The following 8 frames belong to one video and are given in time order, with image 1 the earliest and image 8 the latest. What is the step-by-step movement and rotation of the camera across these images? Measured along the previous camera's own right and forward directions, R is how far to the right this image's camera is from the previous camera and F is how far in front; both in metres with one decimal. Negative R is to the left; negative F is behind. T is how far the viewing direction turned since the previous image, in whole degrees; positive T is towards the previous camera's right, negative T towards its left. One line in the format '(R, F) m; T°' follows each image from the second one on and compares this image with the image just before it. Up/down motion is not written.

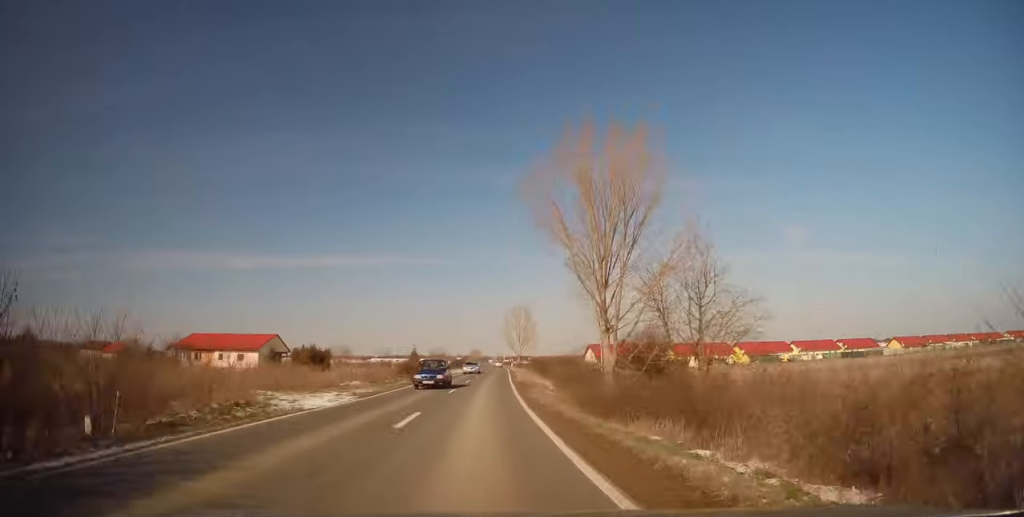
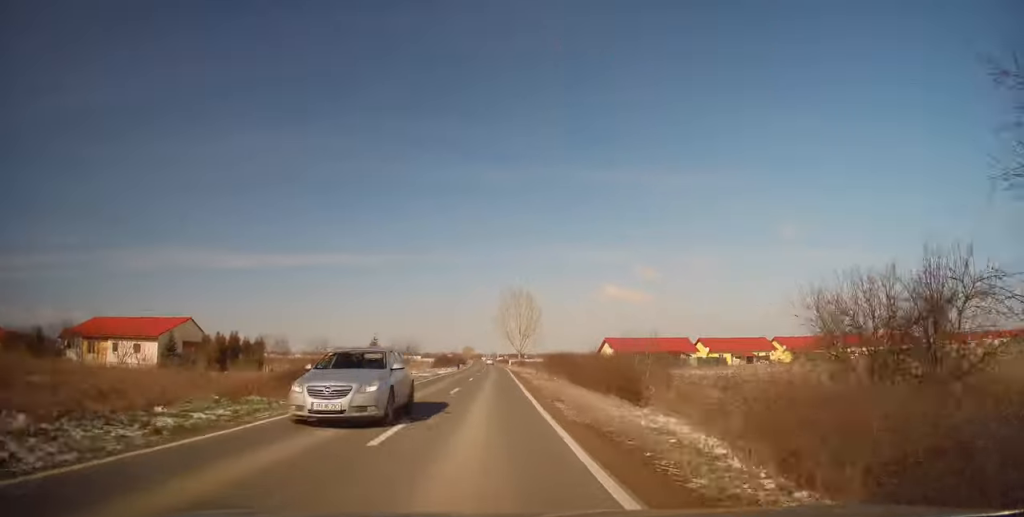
(0.0, +26.1) m; +1°
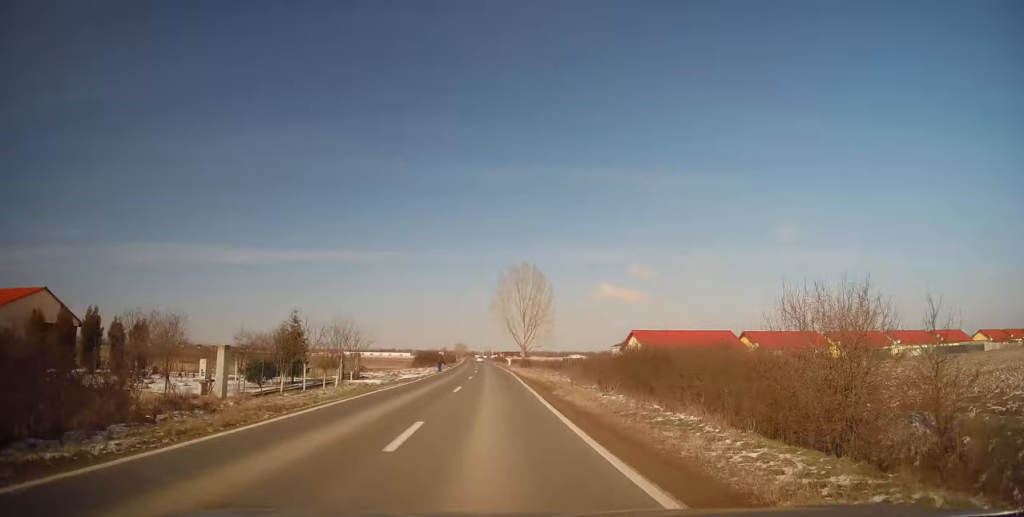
(+0.4, +24.2) m; +1°
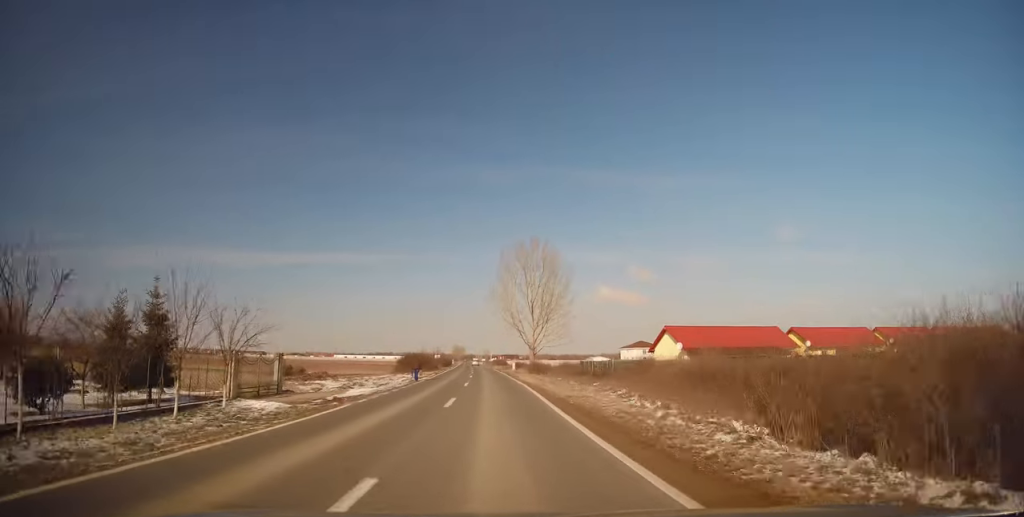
(+0.1, +16.7) m; 0°
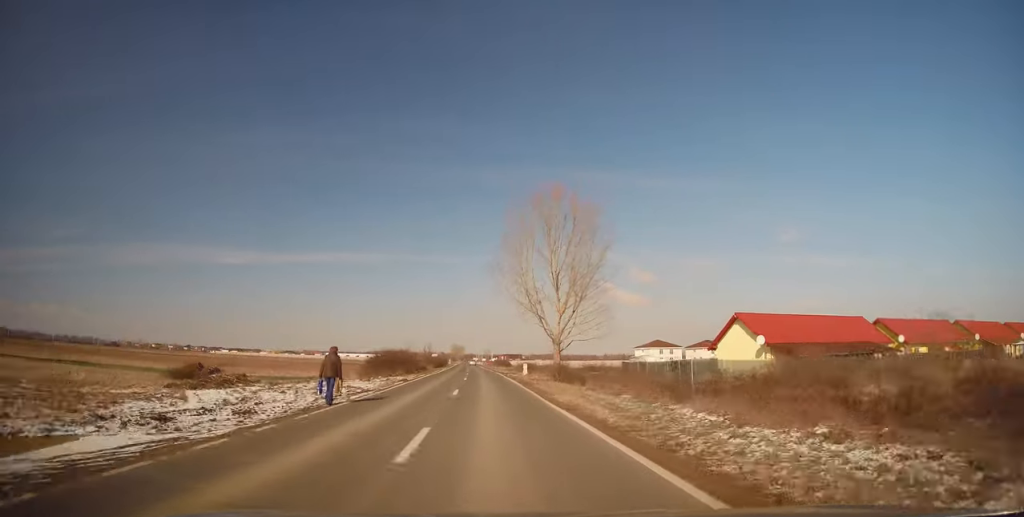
(0.0, +20.0) m; 0°
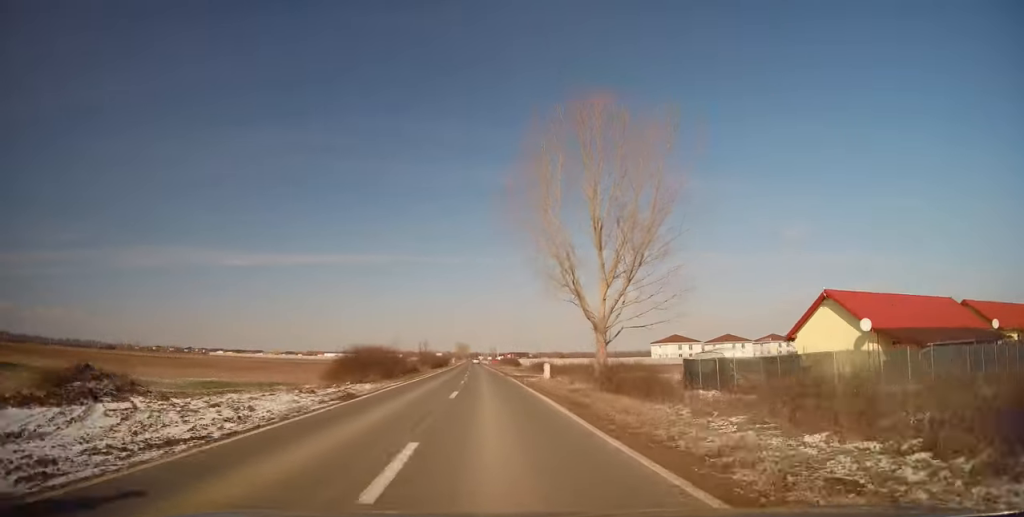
(0.0, +13.7) m; -1°
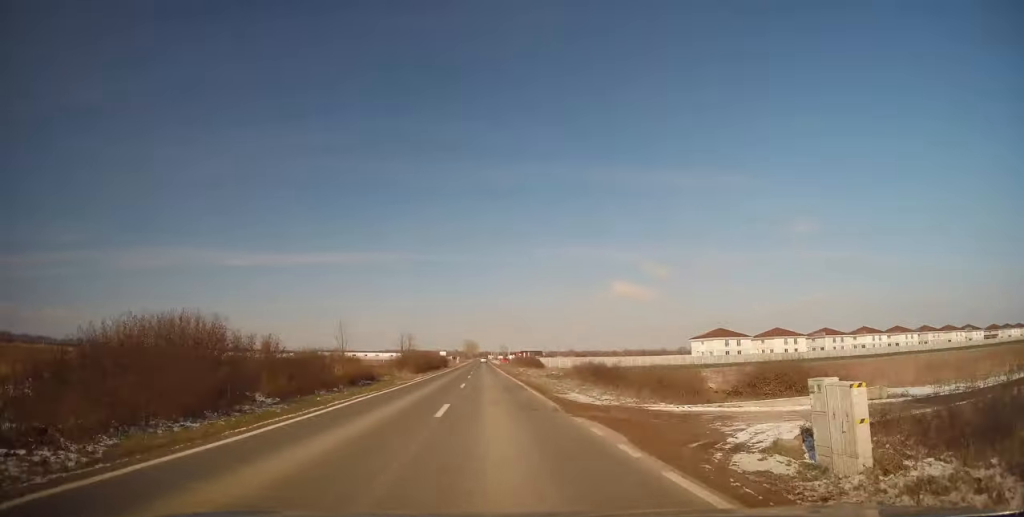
(-0.4, +29.0) m; -1°
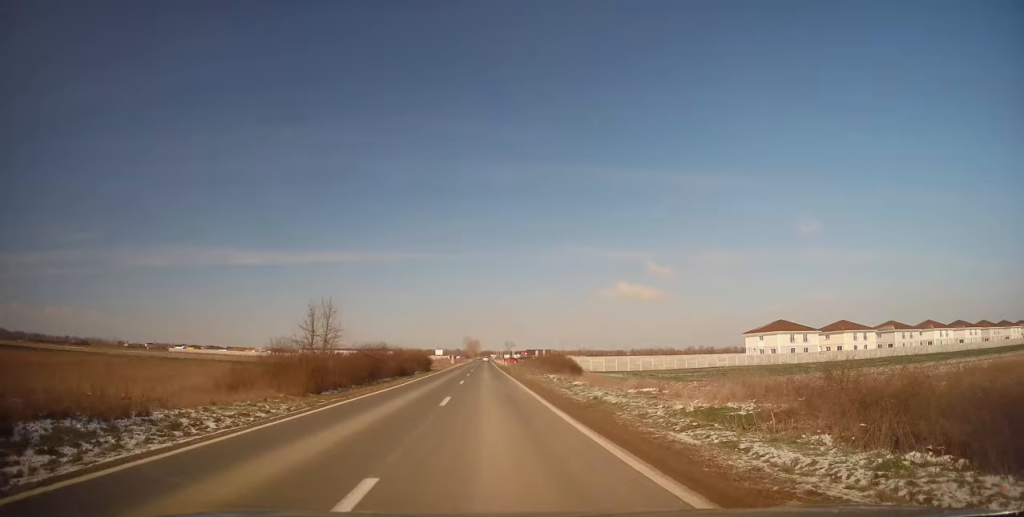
(-0.1, +32.8) m; 0°
